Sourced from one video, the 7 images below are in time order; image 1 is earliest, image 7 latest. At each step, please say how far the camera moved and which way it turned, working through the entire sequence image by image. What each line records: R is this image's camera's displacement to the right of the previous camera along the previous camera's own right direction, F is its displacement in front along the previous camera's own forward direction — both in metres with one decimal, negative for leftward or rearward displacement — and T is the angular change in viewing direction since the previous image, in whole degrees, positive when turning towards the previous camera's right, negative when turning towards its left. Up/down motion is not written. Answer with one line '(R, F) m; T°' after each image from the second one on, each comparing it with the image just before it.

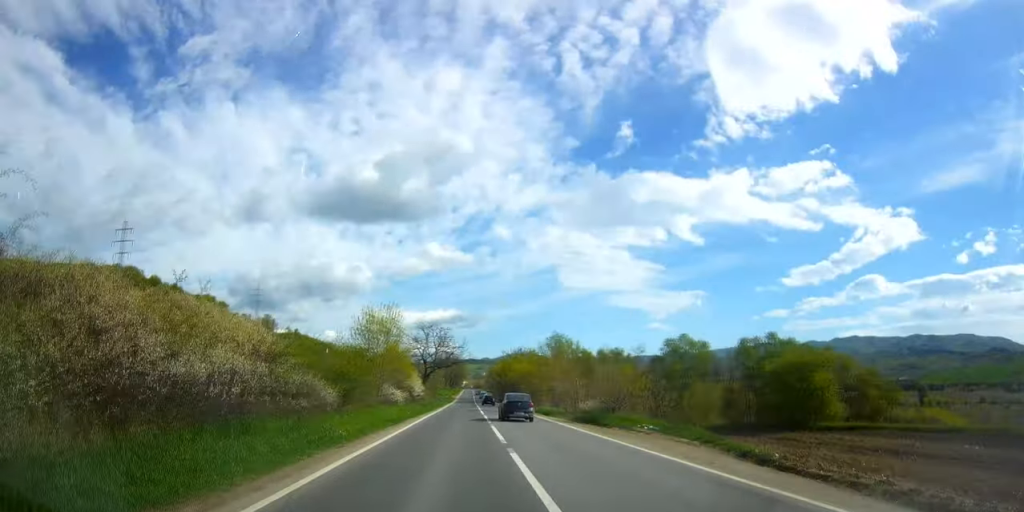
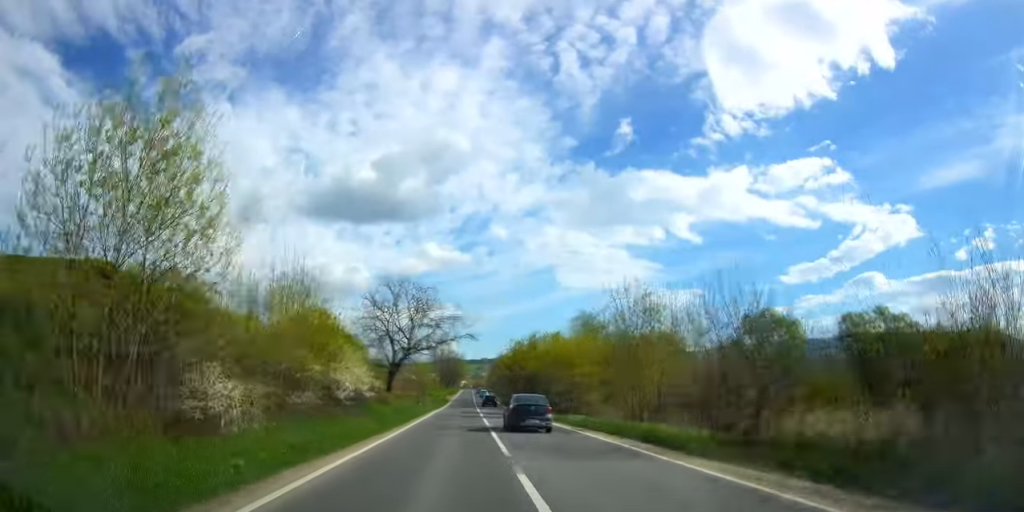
(-0.6, +27.8) m; 0°
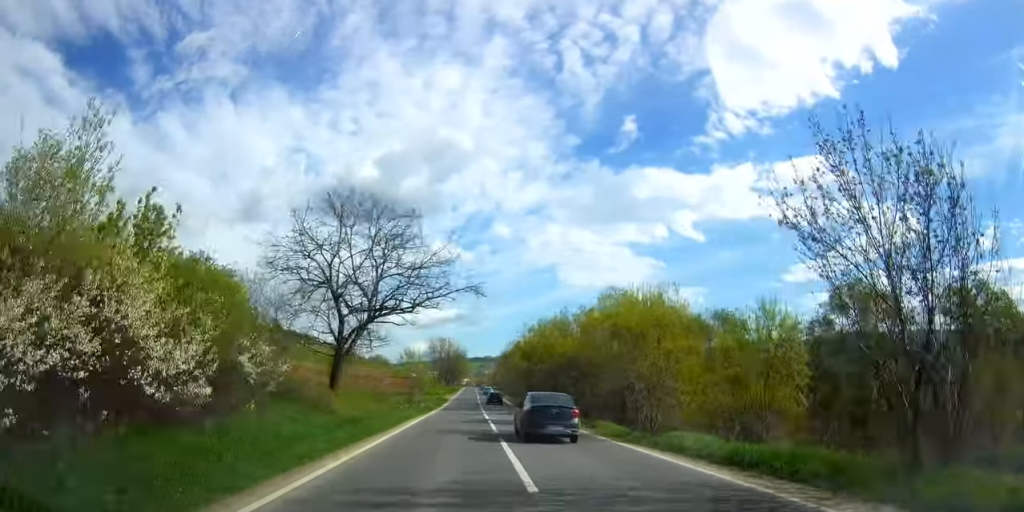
(+0.1, +17.5) m; +1°
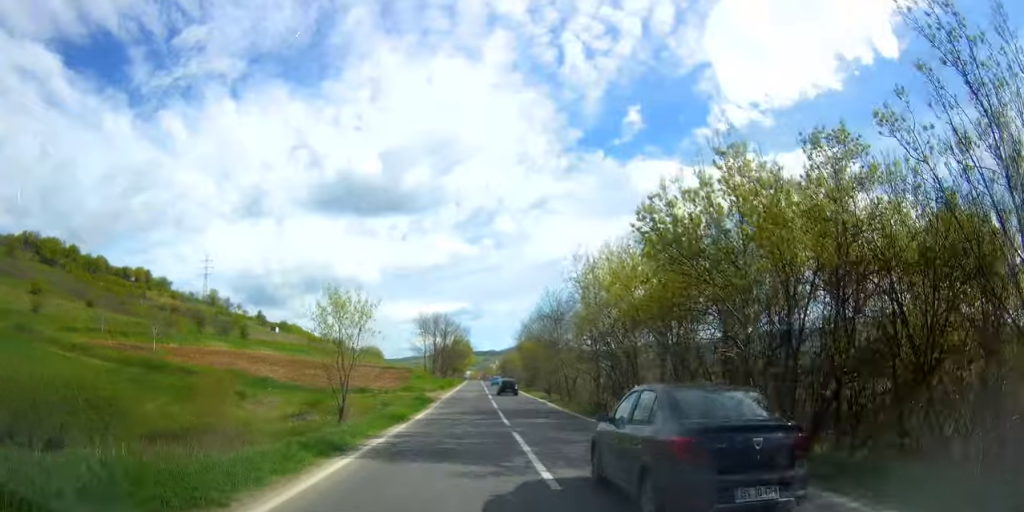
(+0.7, +35.0) m; +1°
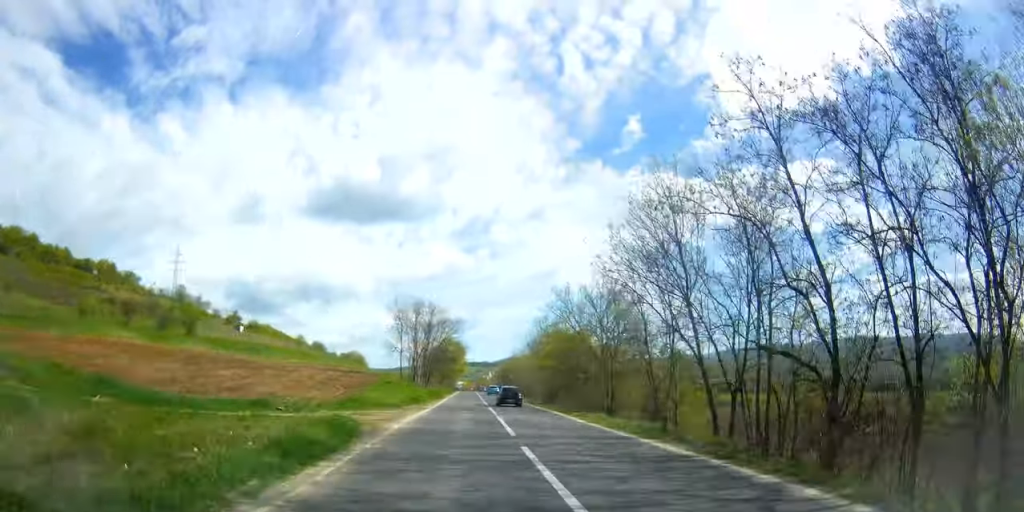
(-0.3, +27.0) m; -1°
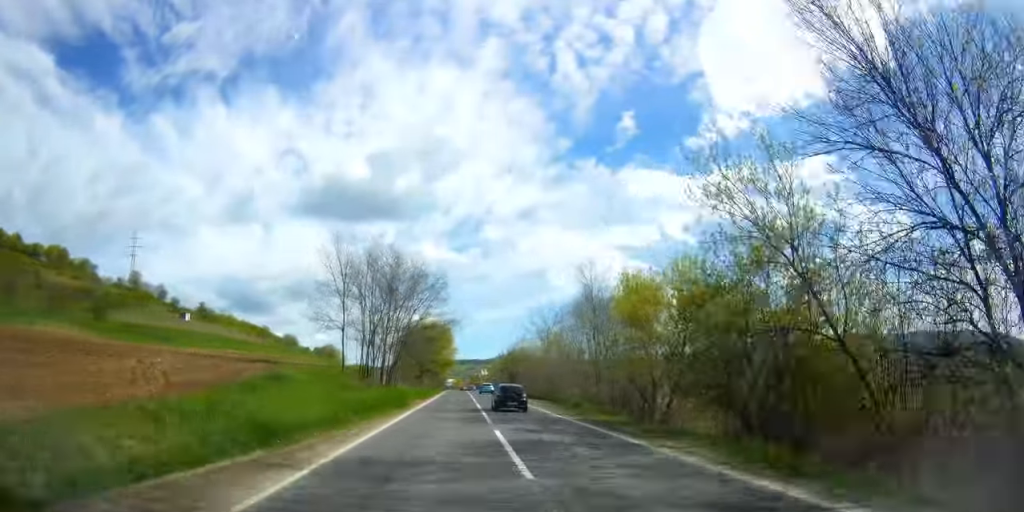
(-0.3, +31.8) m; -1°
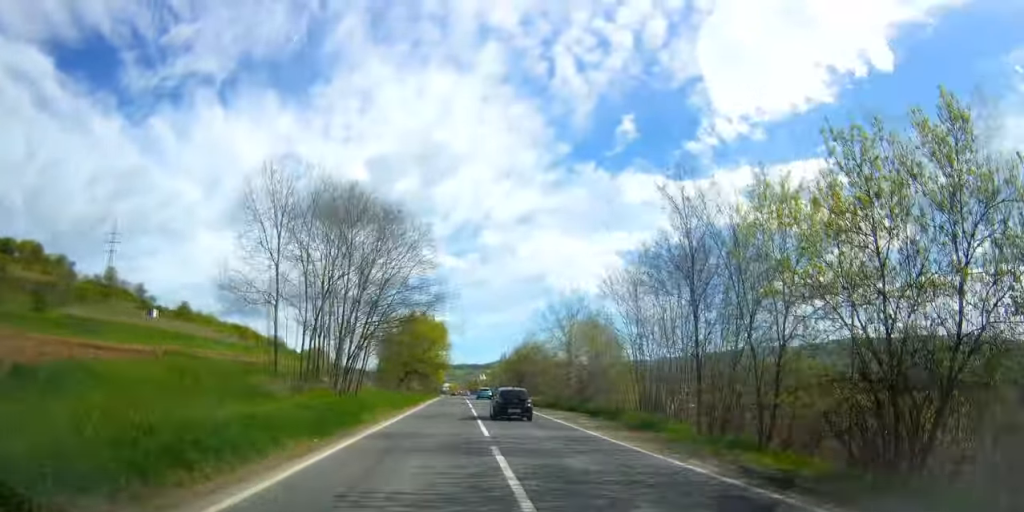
(0.0, +17.5) m; 0°
